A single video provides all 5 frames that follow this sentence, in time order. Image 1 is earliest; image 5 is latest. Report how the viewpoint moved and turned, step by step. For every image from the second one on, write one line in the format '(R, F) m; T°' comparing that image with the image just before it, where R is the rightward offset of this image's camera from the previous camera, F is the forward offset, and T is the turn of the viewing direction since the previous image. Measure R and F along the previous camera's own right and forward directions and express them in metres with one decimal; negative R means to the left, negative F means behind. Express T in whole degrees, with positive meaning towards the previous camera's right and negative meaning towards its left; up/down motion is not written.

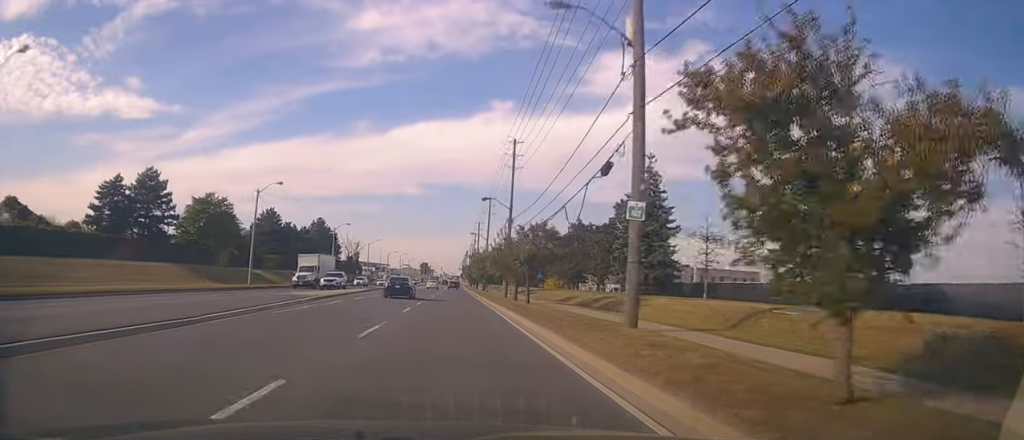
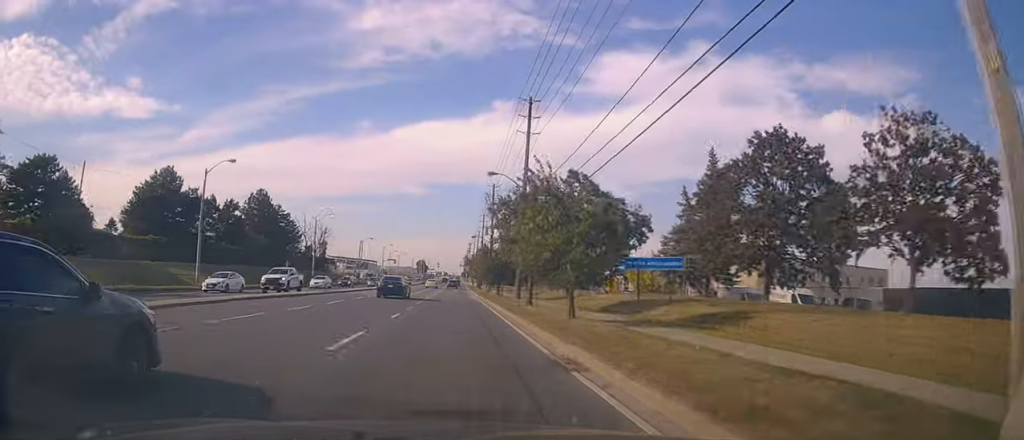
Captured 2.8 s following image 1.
(-0.8, +48.1) m; 0°
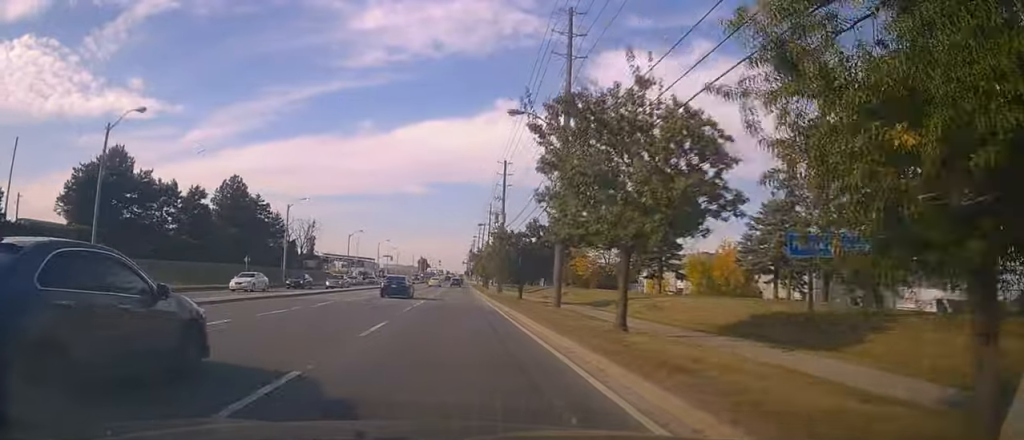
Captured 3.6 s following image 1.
(0.0, +14.3) m; 0°
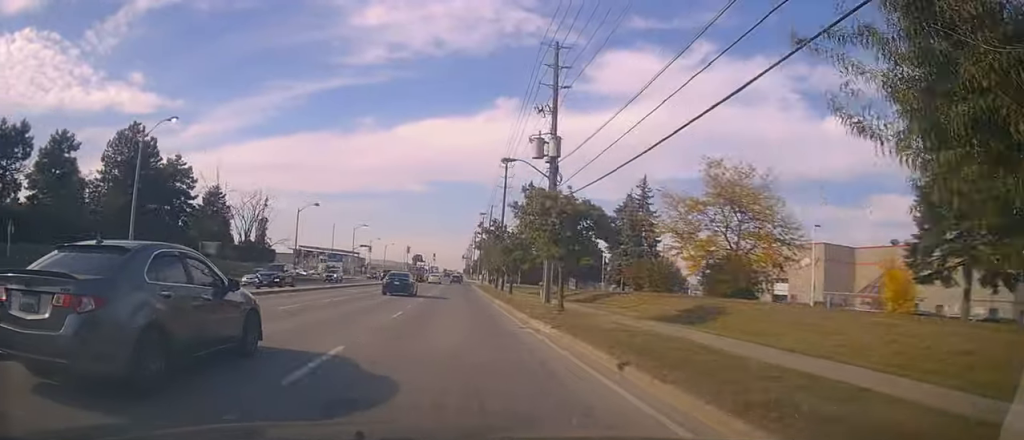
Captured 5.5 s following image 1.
(-0.6, +31.9) m; -1°
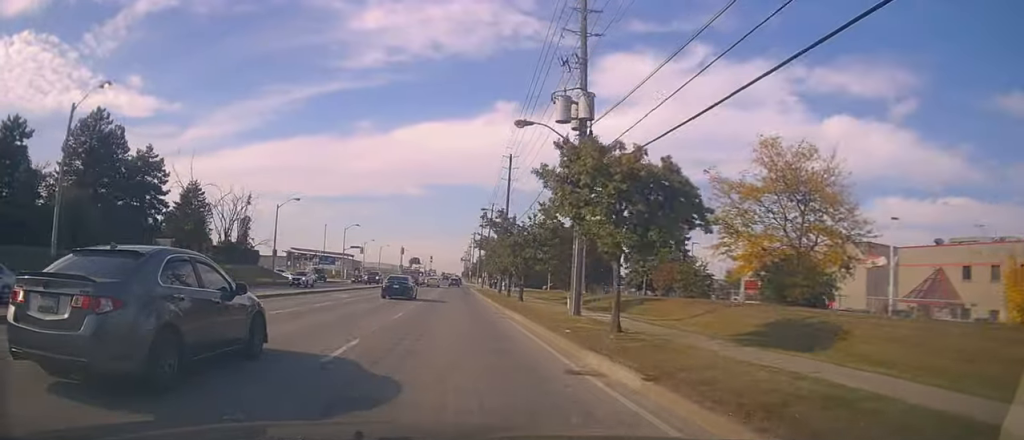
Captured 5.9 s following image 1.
(0.0, +7.7) m; 0°
